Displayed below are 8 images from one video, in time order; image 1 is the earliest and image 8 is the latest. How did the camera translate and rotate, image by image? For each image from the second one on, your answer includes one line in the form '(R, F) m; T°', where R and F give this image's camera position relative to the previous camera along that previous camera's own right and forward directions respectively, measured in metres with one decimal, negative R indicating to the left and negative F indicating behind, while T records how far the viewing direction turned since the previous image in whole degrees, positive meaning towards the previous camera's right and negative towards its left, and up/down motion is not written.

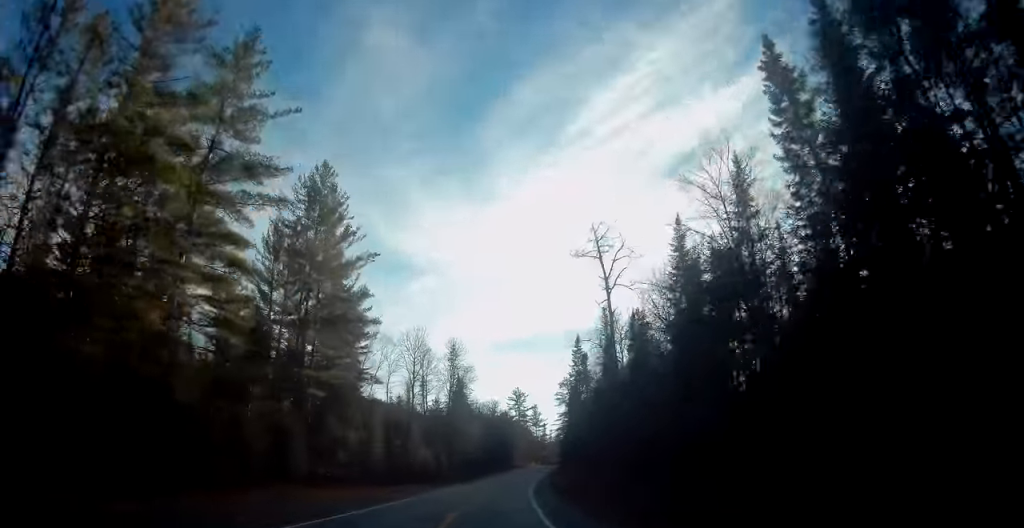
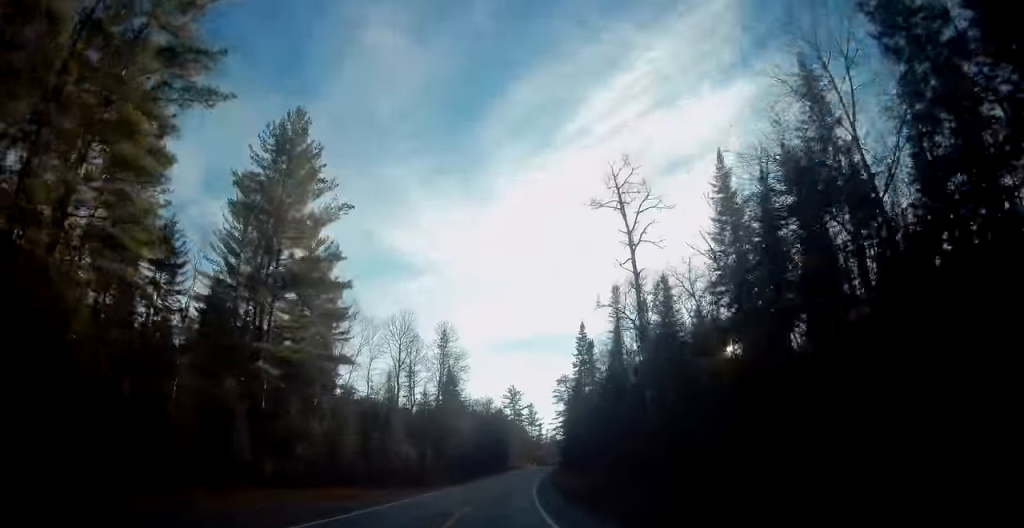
(+0.1, +10.0) m; +1°
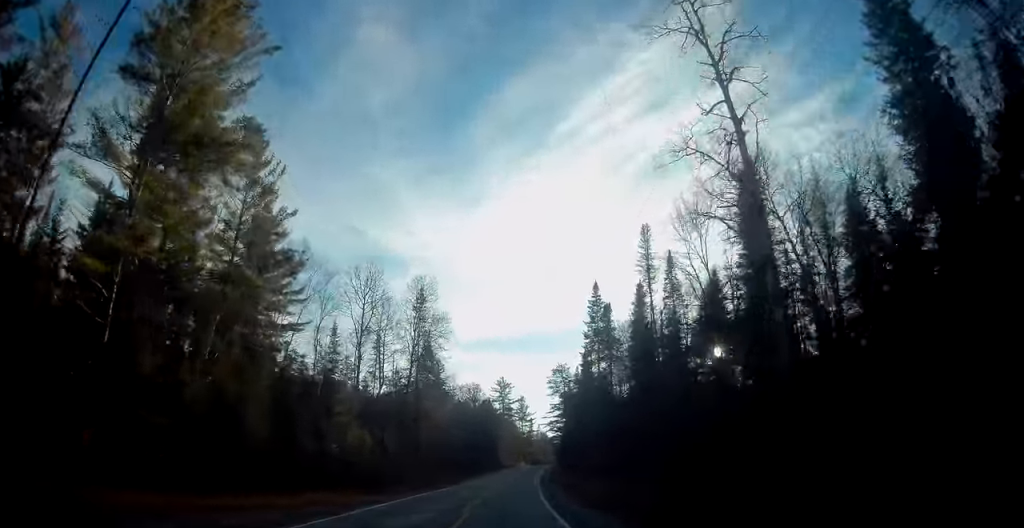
(+0.2, +19.3) m; +2°
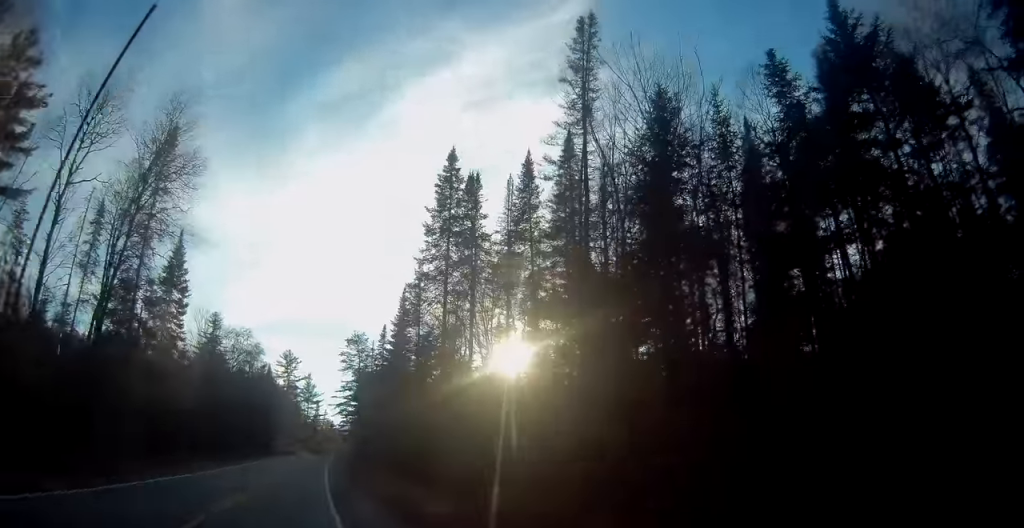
(+1.6, +32.5) m; +21°
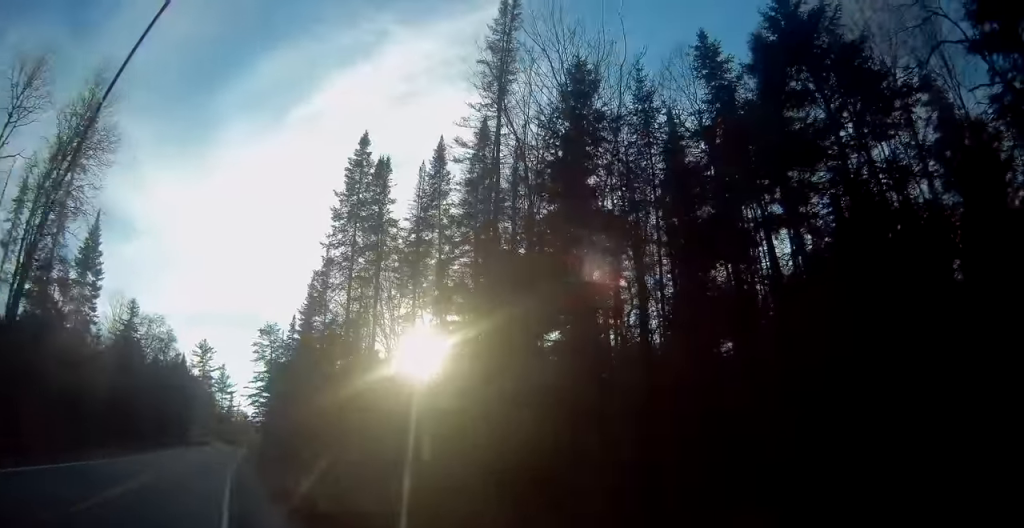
(-0.3, +2.1) m; +10°
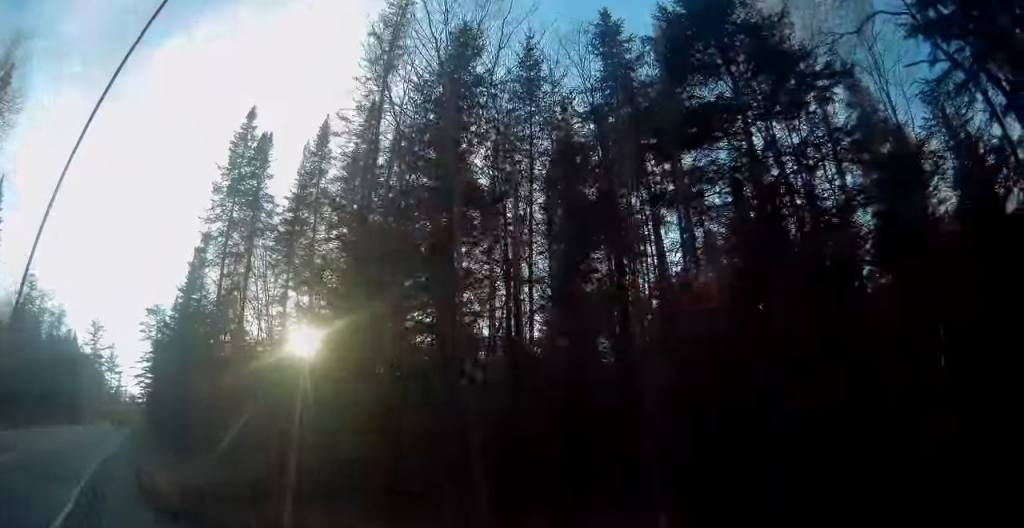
(+1.0, +1.5) m; +29°
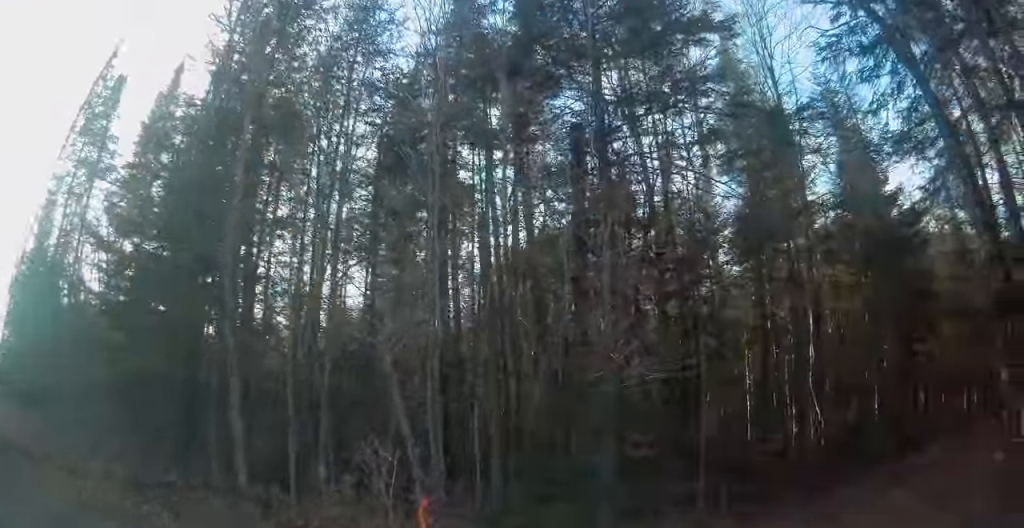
(+0.5, +1.8) m; +26°
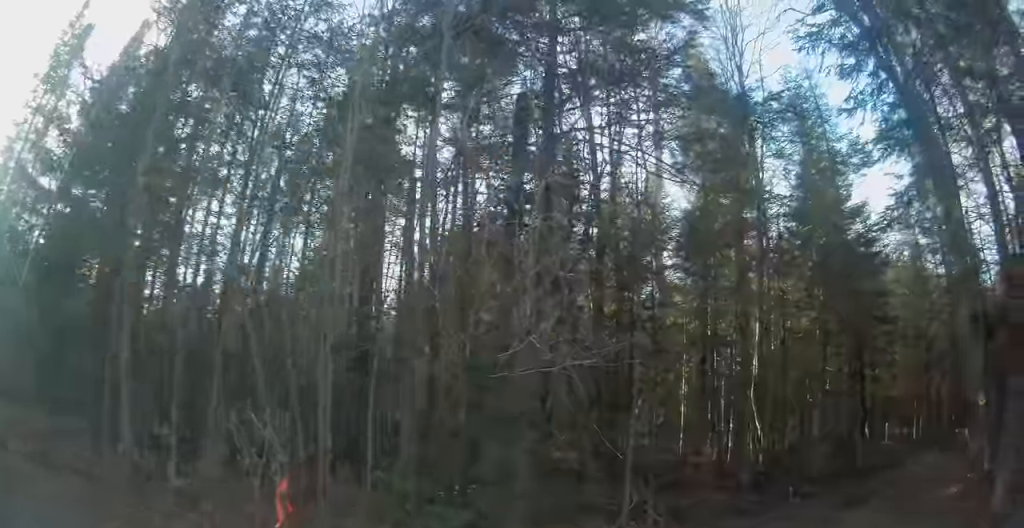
(0.0, +0.7) m; +9°
